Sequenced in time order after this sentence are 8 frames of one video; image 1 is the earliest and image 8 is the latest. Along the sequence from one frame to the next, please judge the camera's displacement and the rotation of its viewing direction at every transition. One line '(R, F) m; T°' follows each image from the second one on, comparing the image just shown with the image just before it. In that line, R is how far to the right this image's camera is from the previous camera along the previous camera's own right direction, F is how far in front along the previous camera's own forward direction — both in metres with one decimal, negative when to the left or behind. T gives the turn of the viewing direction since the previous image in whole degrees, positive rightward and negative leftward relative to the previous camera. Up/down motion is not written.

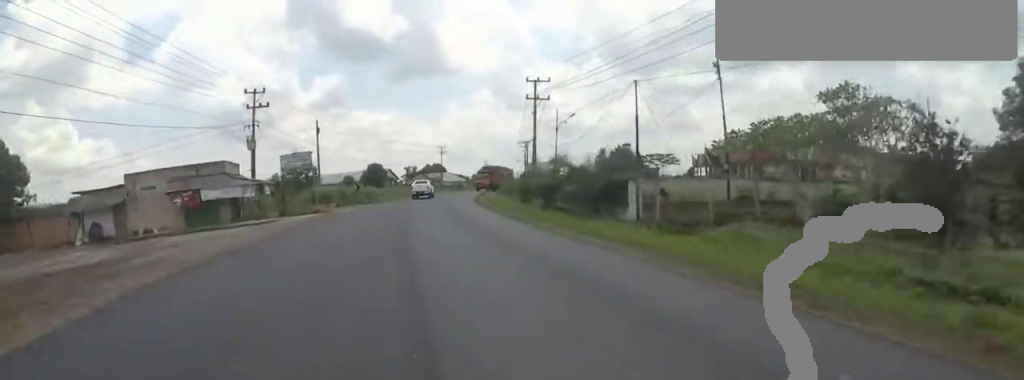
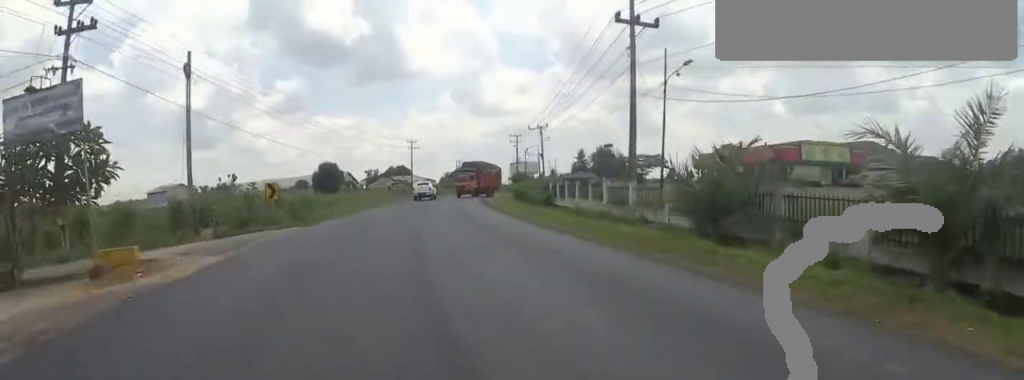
(+0.3, +20.8) m; +1°
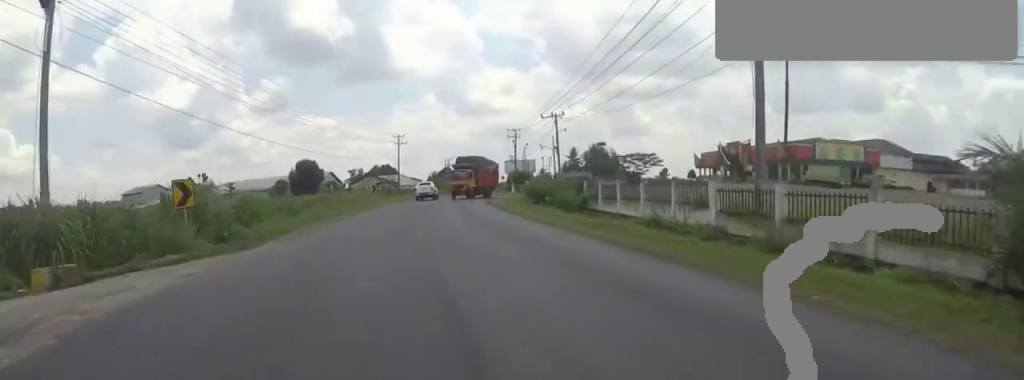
(0.0, +8.0) m; +2°
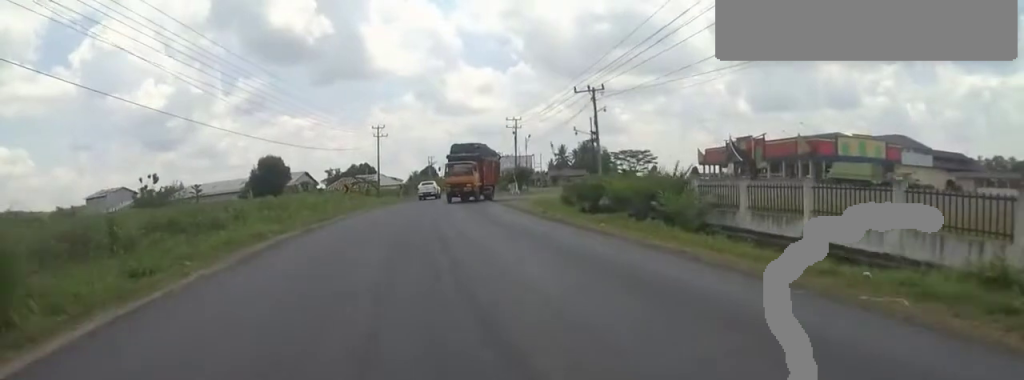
(-0.3, +11.1) m; +3°
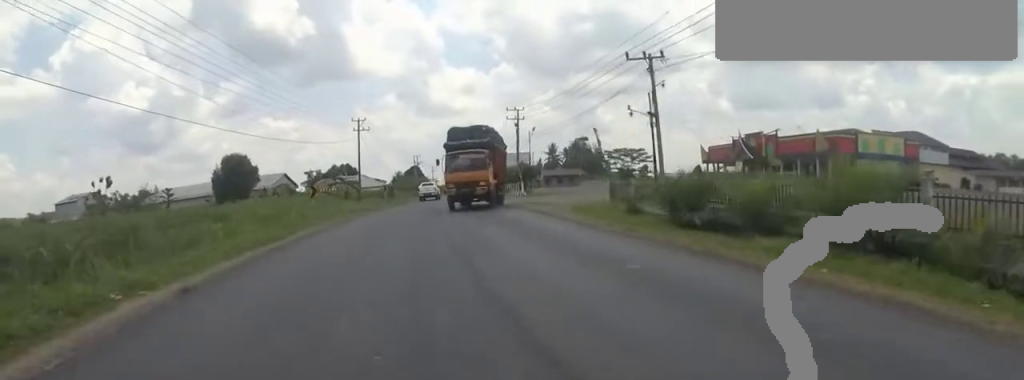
(+0.6, +8.5) m; +2°
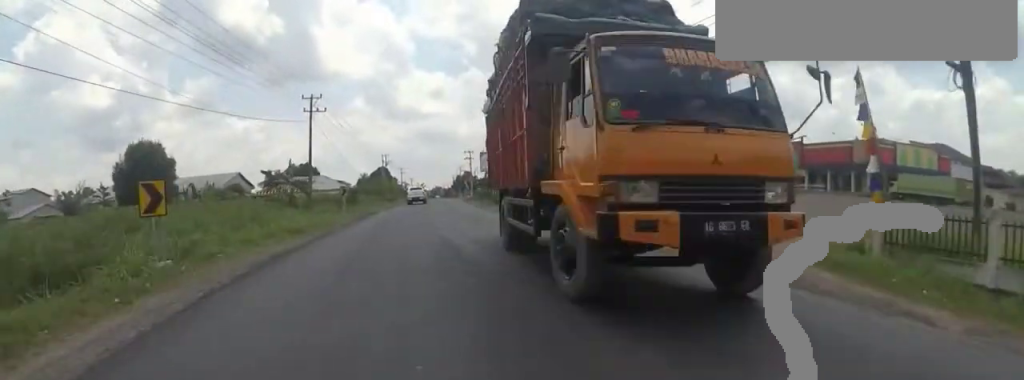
(+0.7, +15.2) m; +4°
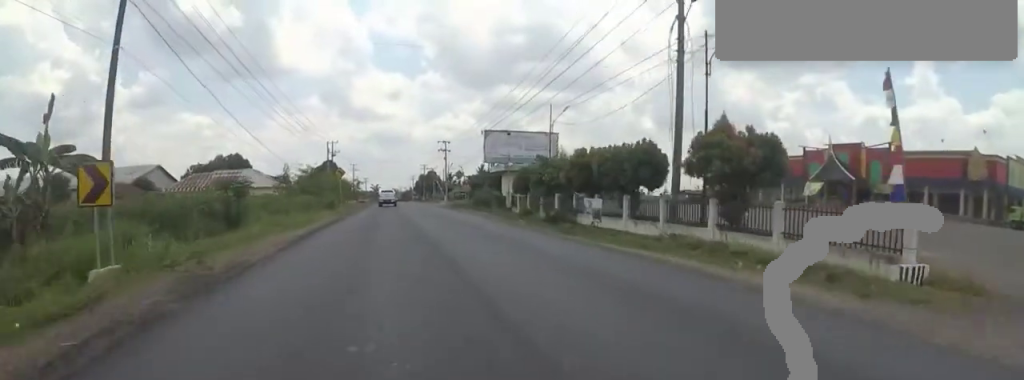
(+1.5, +26.2) m; +7°
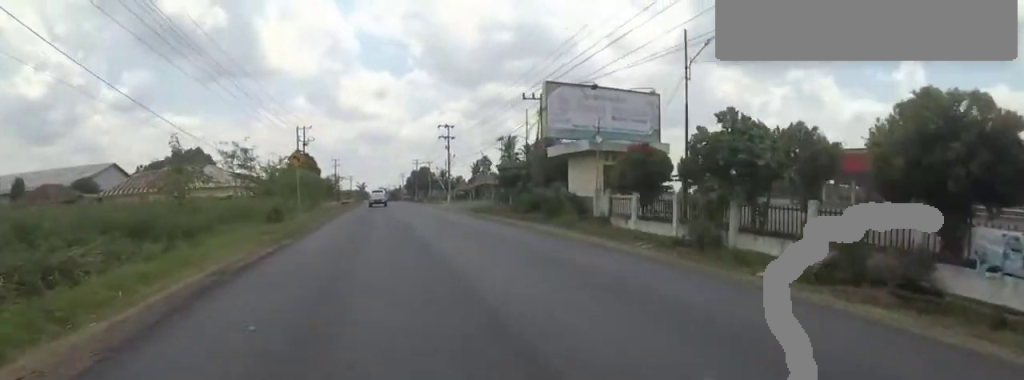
(+0.4, +16.9) m; +1°
